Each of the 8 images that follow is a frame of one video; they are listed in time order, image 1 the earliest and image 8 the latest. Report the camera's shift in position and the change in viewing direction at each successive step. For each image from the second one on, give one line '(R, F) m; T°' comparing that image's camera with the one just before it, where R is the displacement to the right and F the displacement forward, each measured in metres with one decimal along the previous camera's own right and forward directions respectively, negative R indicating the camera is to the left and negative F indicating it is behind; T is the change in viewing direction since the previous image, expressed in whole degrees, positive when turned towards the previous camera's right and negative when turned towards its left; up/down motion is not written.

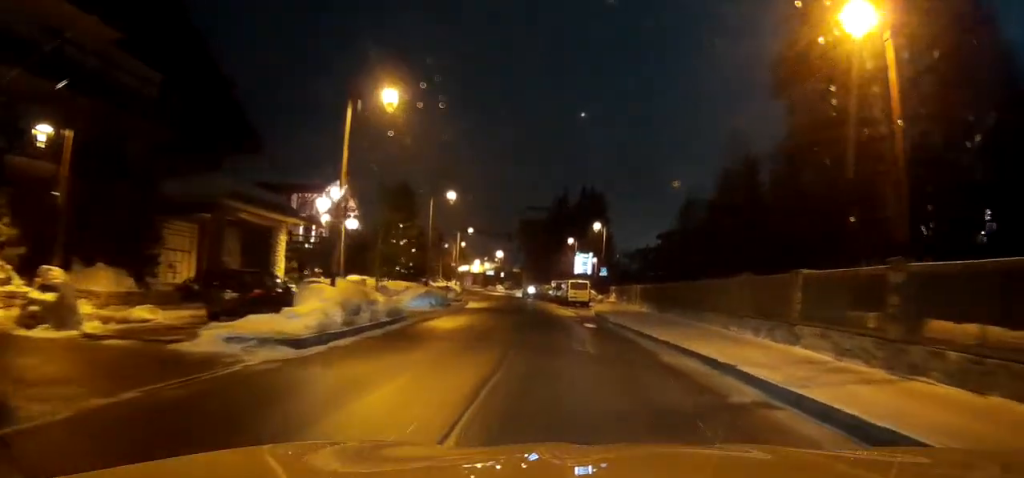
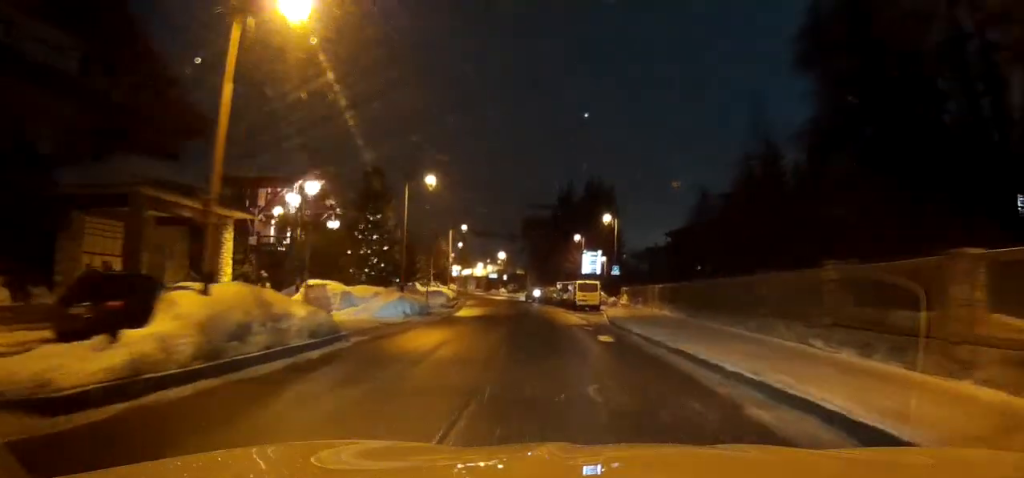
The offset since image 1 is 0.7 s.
(0.0, +5.9) m; 0°
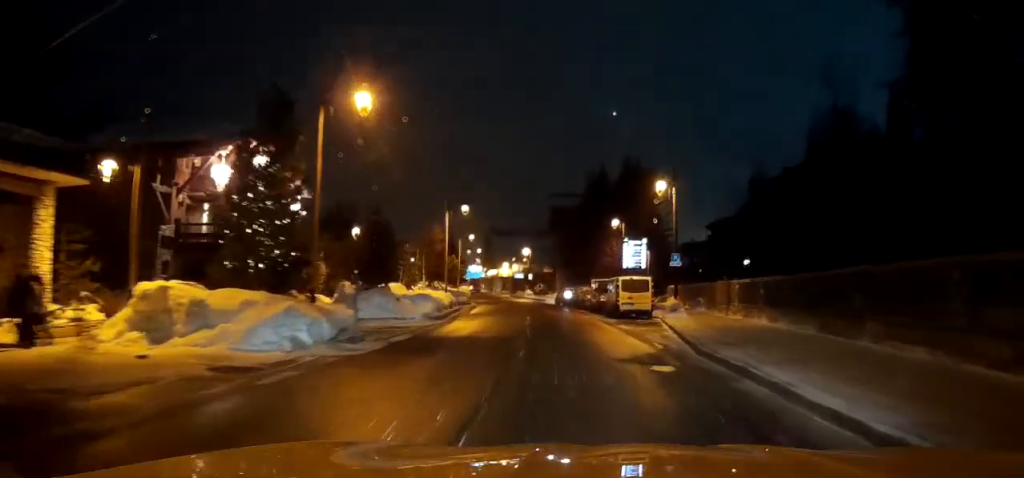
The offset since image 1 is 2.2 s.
(0.0, +11.7) m; 0°
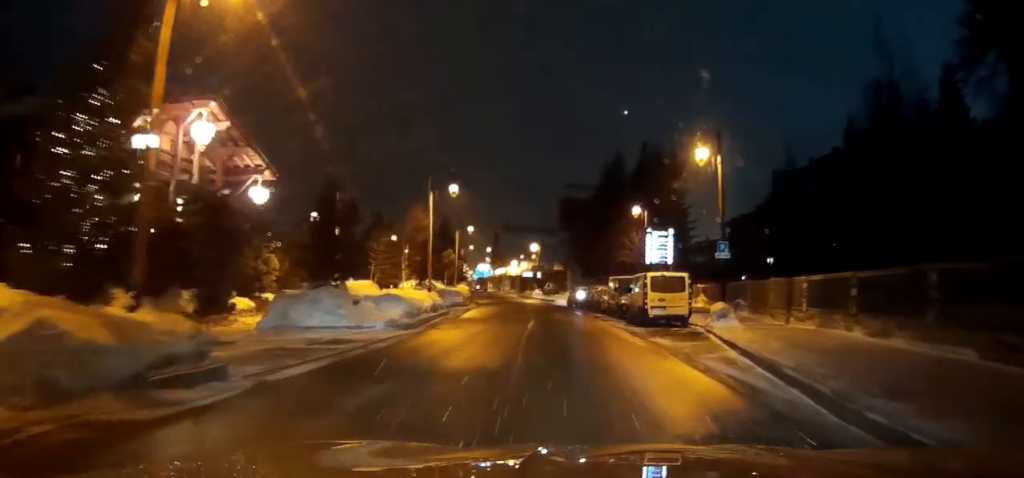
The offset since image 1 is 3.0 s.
(0.0, +6.6) m; 0°
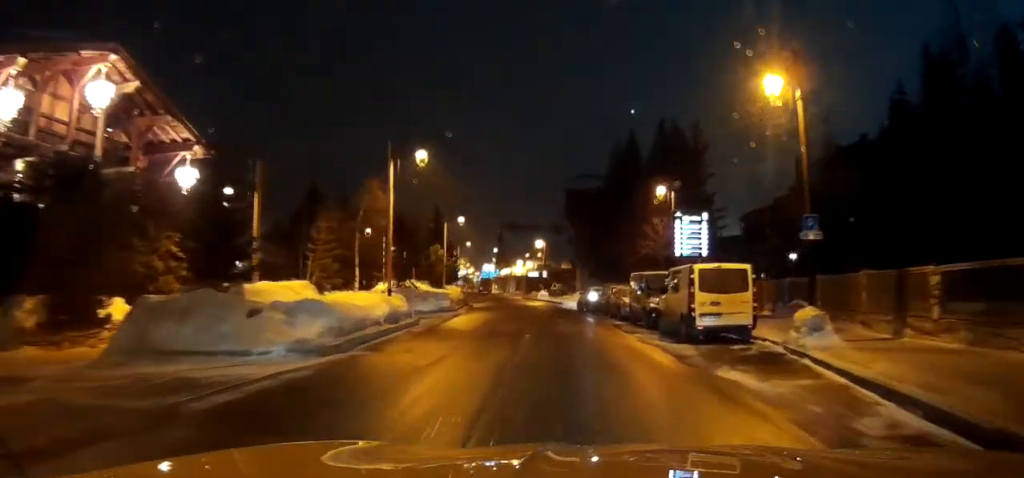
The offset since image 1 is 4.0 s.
(0.0, +7.7) m; 0°
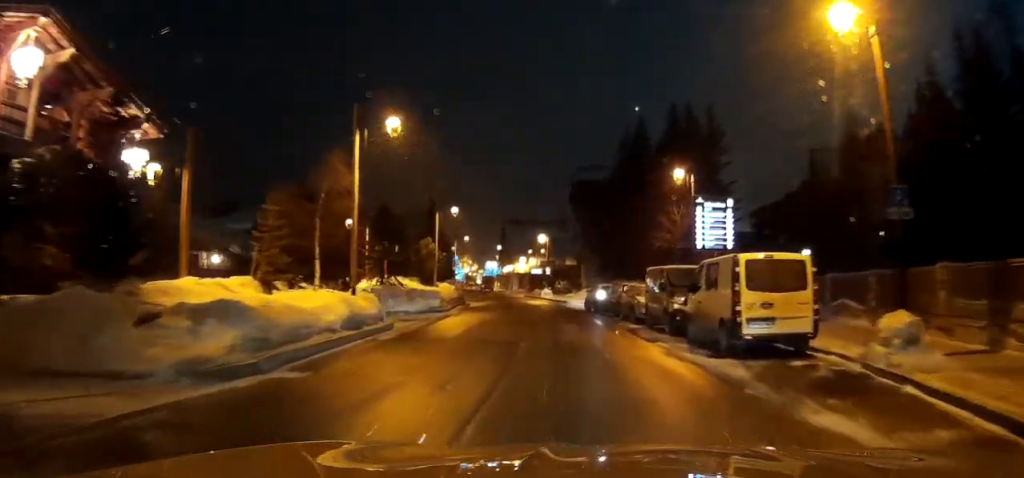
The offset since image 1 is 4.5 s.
(0.0, +4.2) m; 0°
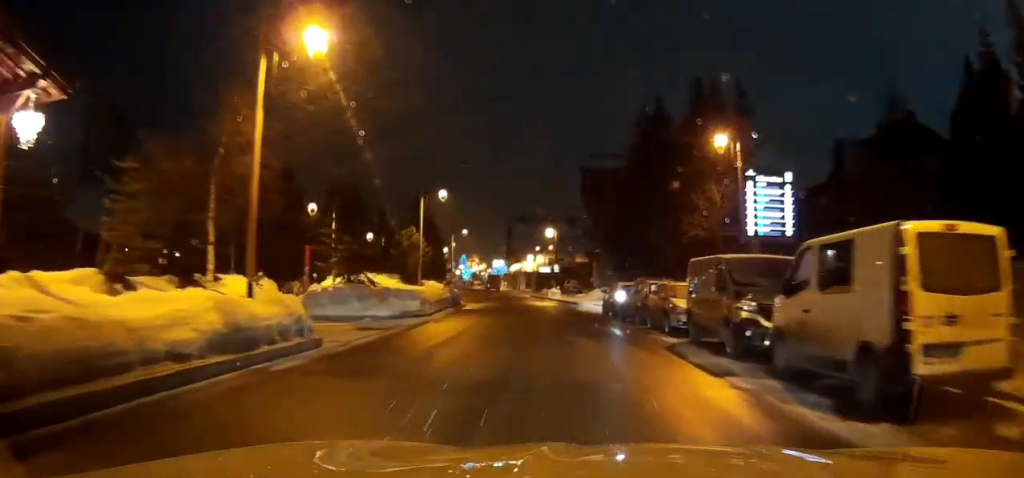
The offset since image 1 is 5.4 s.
(0.0, +6.8) m; 0°
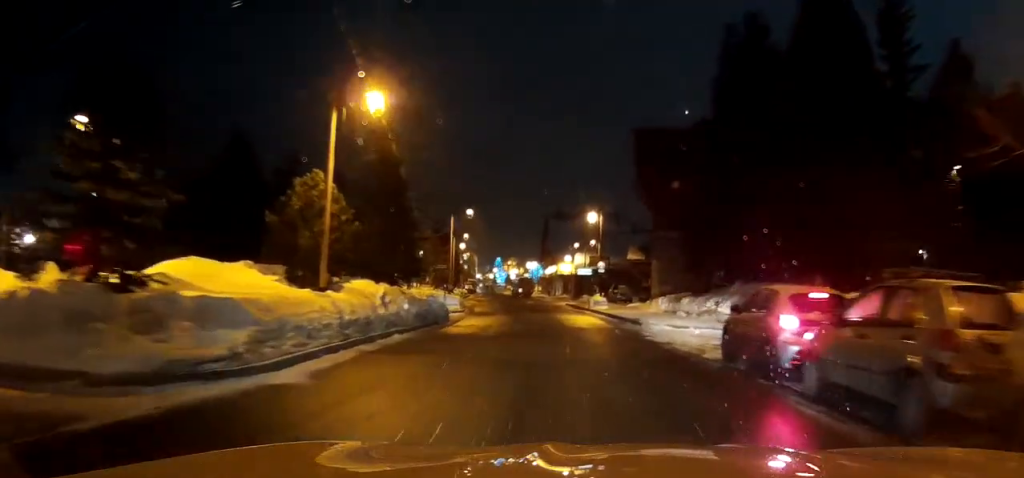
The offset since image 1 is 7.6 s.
(0.0, +17.0) m; 0°
